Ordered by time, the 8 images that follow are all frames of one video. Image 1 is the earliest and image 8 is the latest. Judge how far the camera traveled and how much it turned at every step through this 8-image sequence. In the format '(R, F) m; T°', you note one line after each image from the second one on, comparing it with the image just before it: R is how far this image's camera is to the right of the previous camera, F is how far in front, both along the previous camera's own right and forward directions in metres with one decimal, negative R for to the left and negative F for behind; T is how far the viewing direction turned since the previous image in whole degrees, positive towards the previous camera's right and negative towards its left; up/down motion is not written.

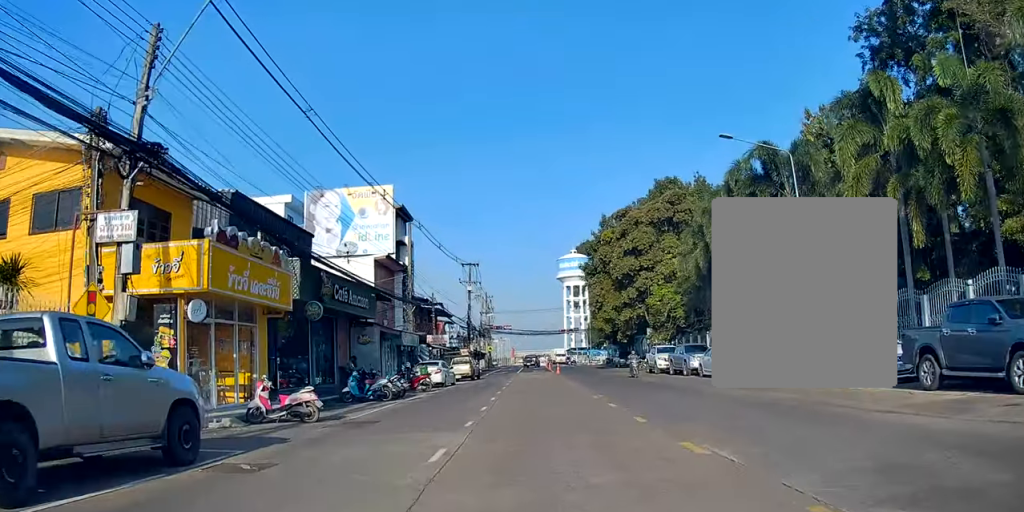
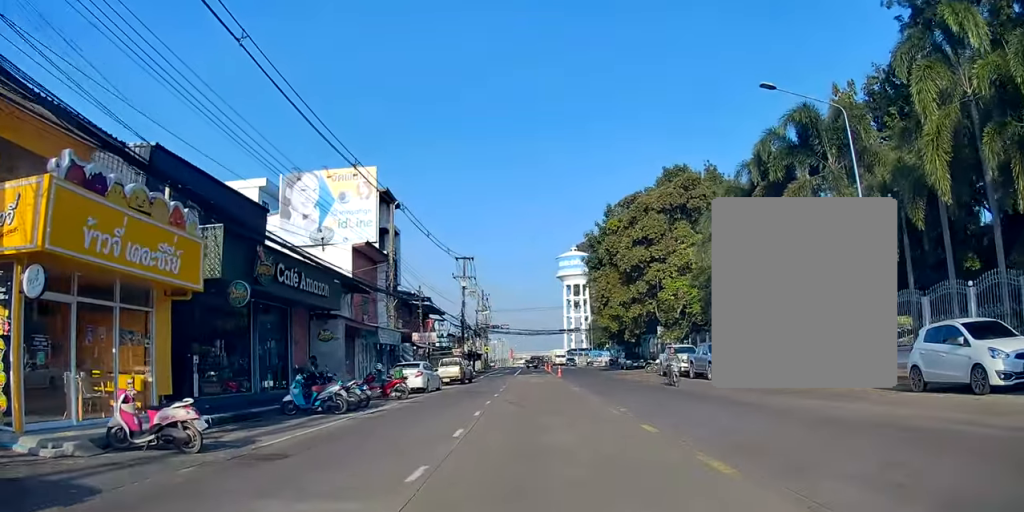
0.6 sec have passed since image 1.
(0.0, +5.4) m; 0°
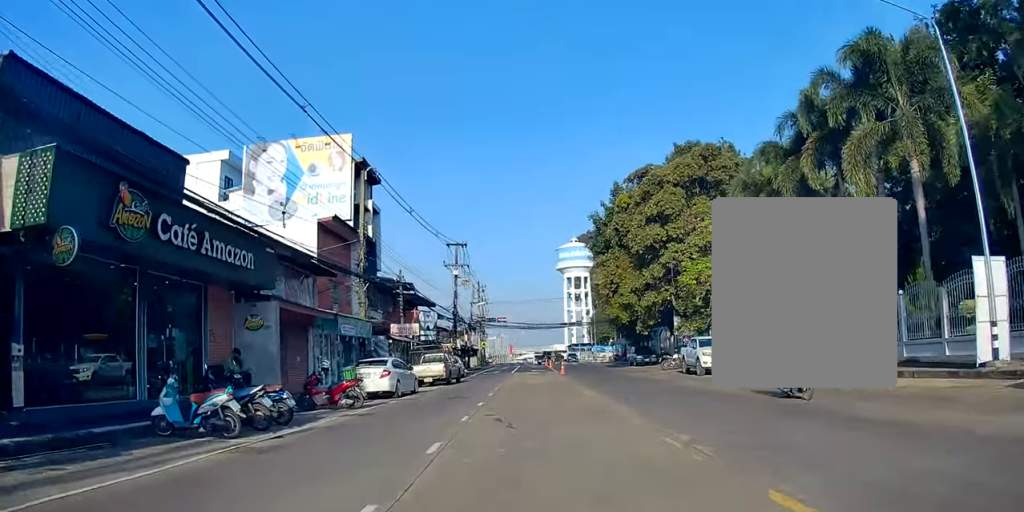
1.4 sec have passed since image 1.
(-0.1, +6.6) m; 0°
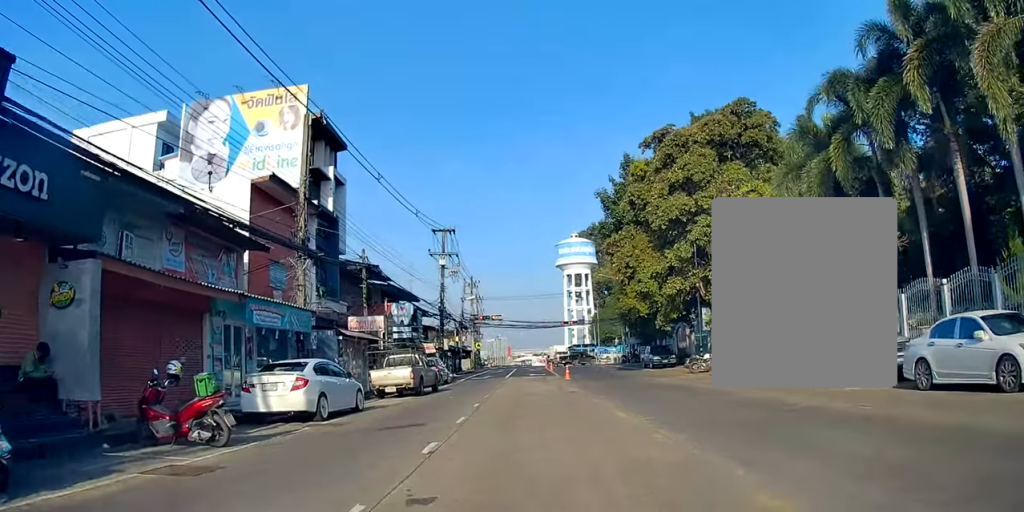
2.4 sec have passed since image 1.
(+0.1, +8.2) m; 0°
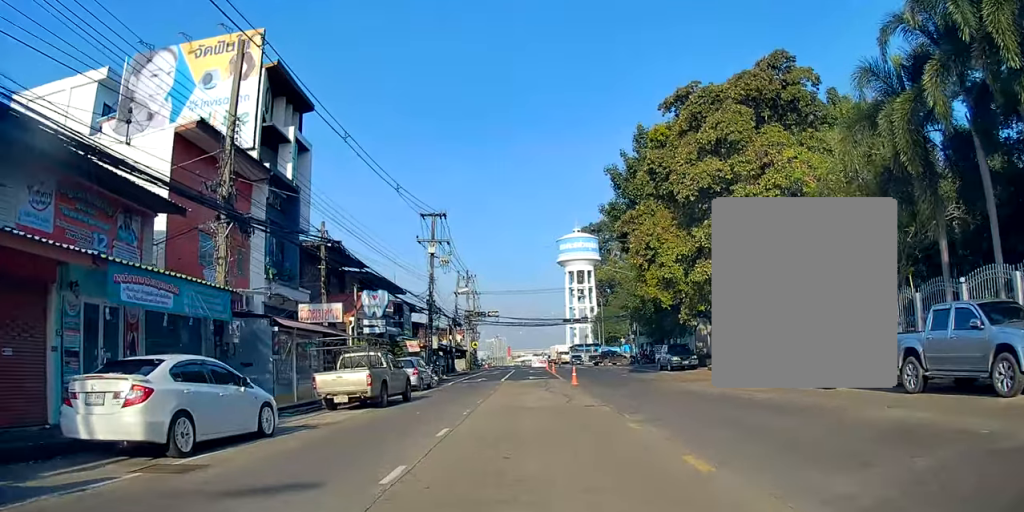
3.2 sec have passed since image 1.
(0.0, +6.4) m; -1°
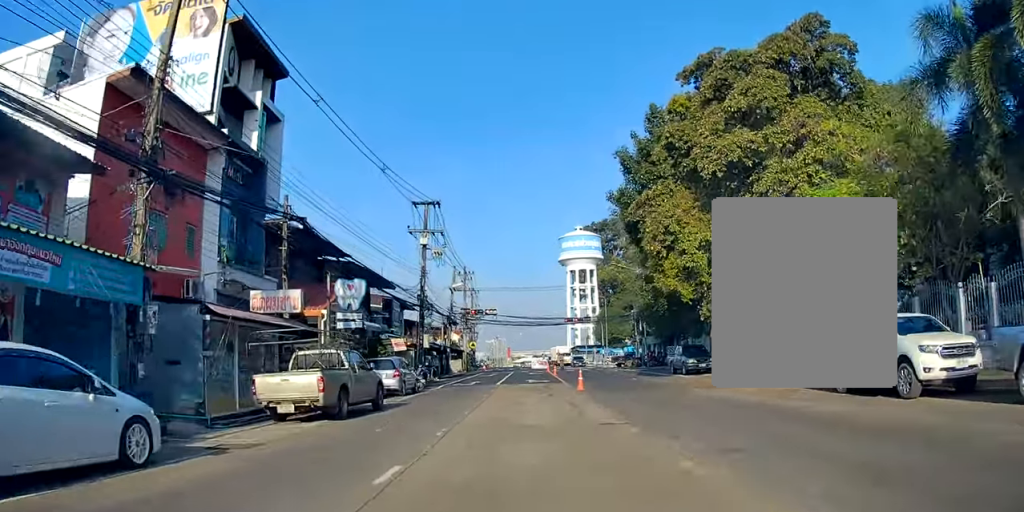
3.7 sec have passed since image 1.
(0.0, +4.1) m; 0°
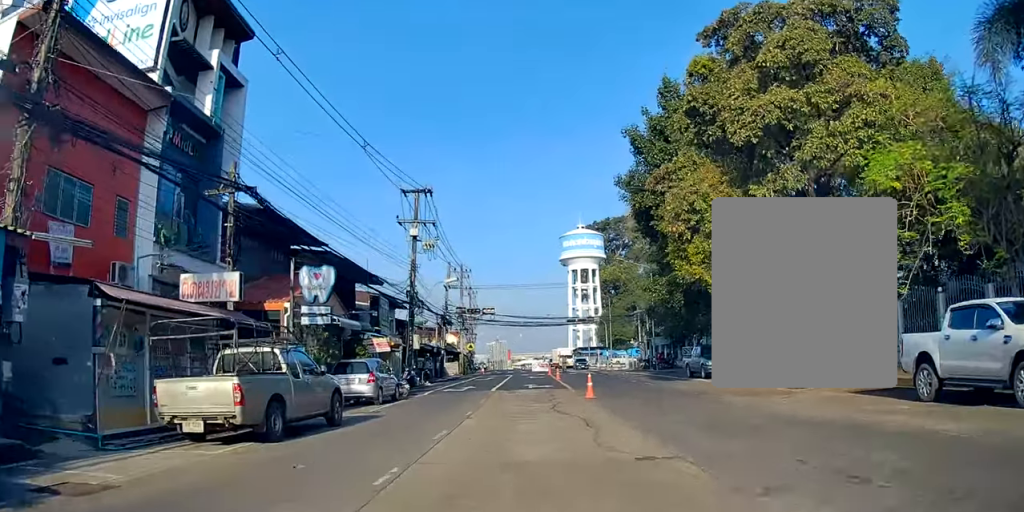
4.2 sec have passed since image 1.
(-0.1, +4.1) m; 0°
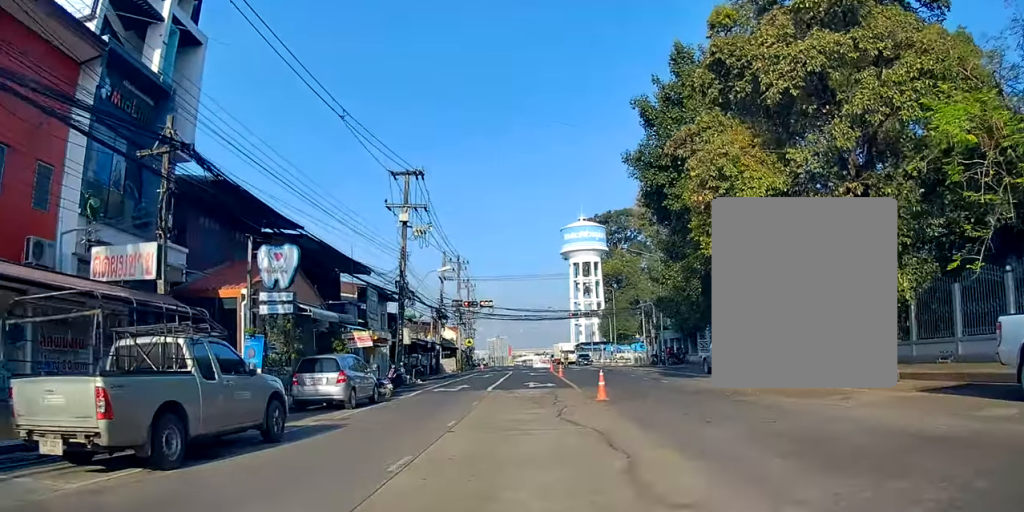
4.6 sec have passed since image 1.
(0.0, +3.4) m; 0°
